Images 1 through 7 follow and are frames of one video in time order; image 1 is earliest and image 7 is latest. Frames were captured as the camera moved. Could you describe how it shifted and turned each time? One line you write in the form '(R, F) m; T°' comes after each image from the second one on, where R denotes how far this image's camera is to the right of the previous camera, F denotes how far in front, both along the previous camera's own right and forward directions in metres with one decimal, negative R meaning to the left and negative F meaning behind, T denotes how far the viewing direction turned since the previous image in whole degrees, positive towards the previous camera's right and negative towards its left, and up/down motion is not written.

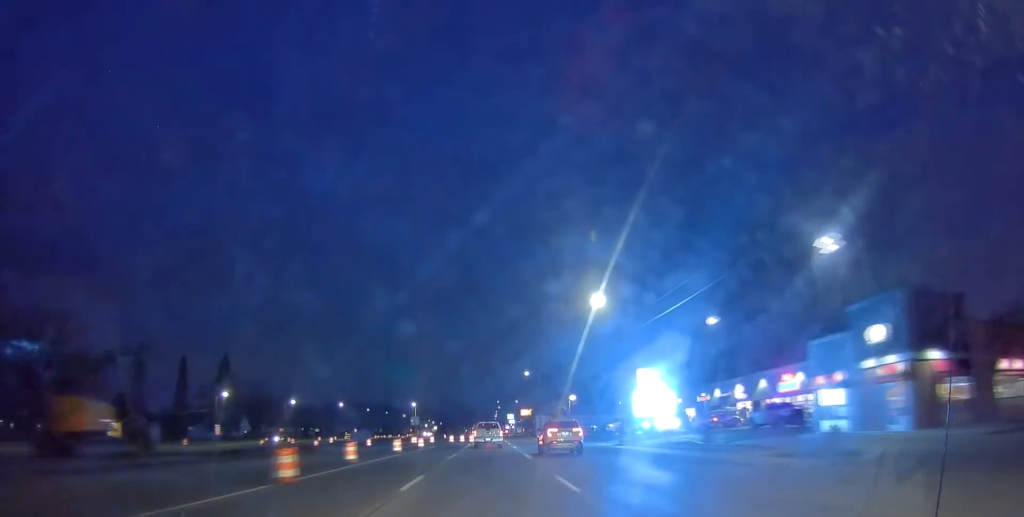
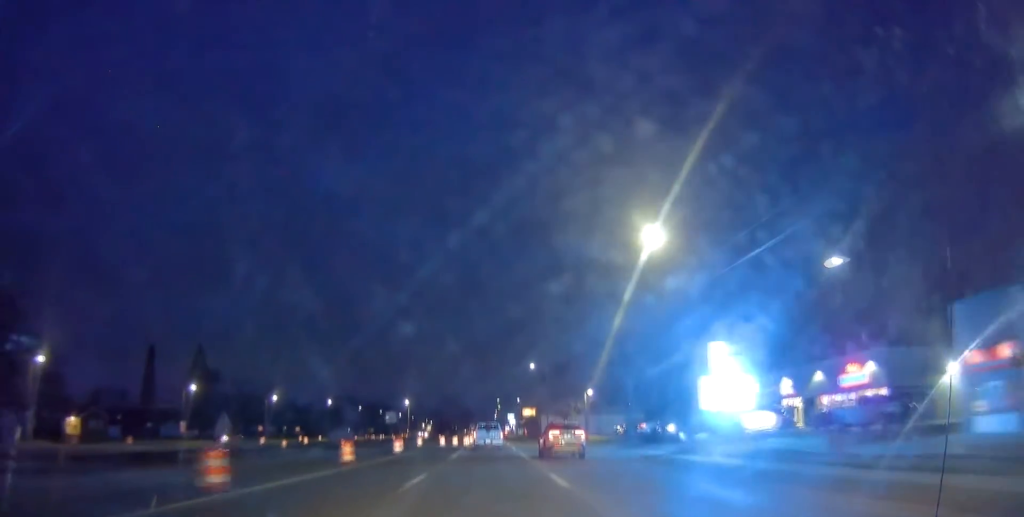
(-0.3, +13.3) m; 0°
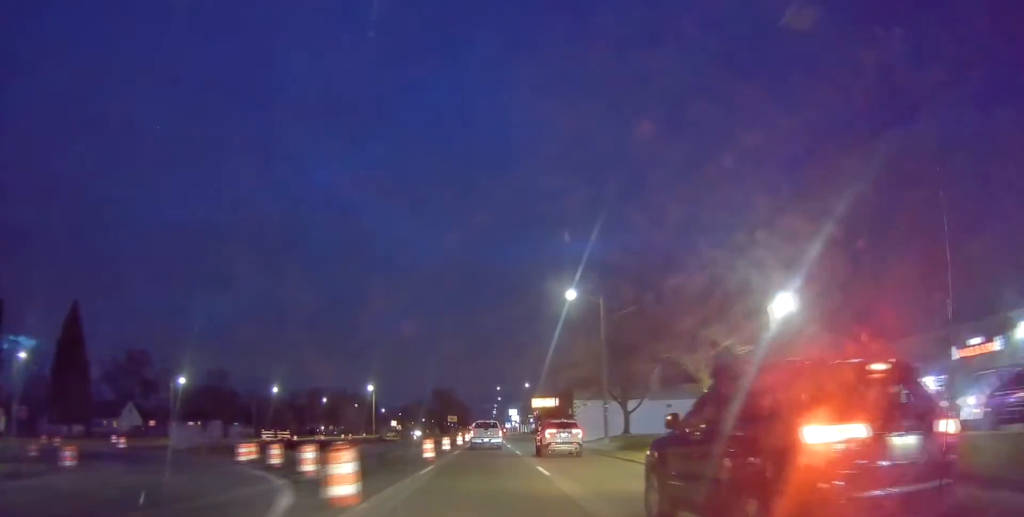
(+1.0, +44.9) m; +1°
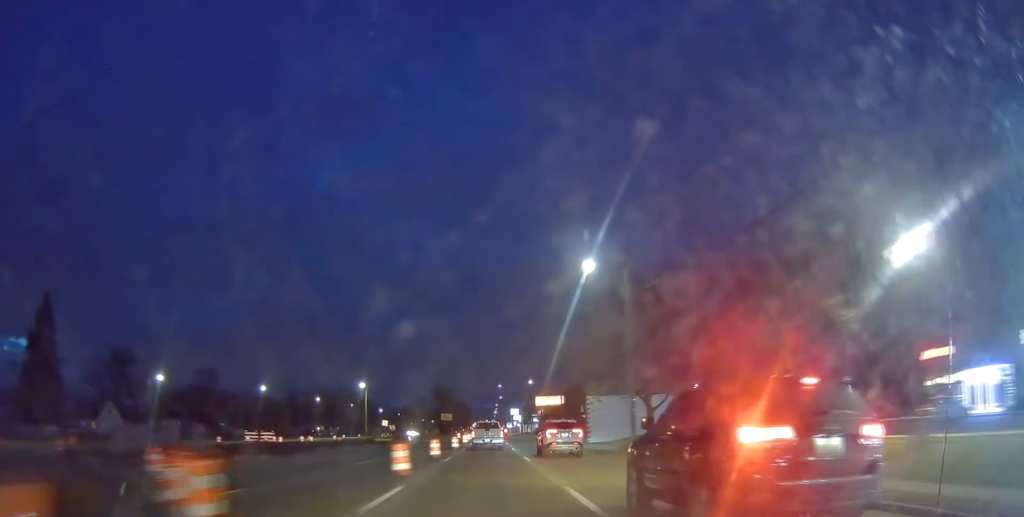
(+0.2, +7.8) m; -1°
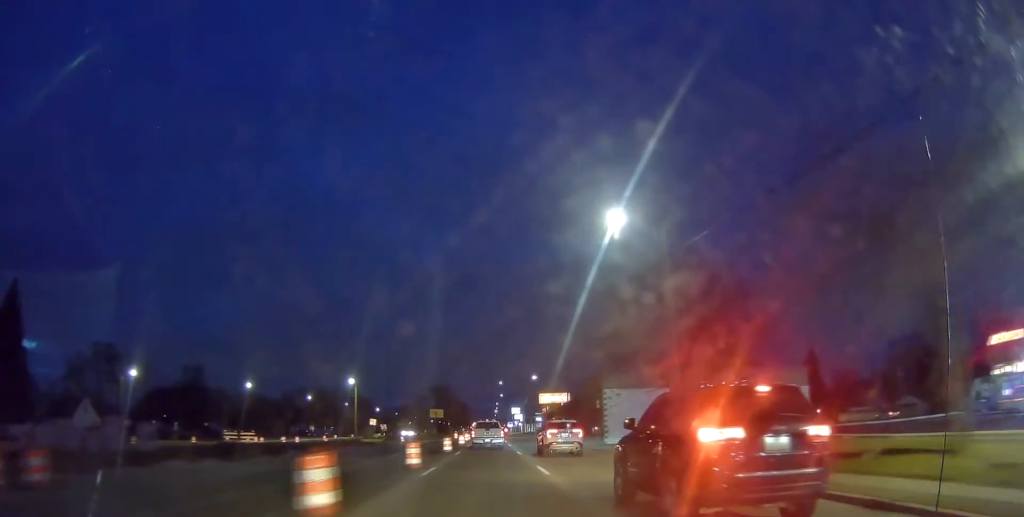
(+0.1, +8.2) m; -1°
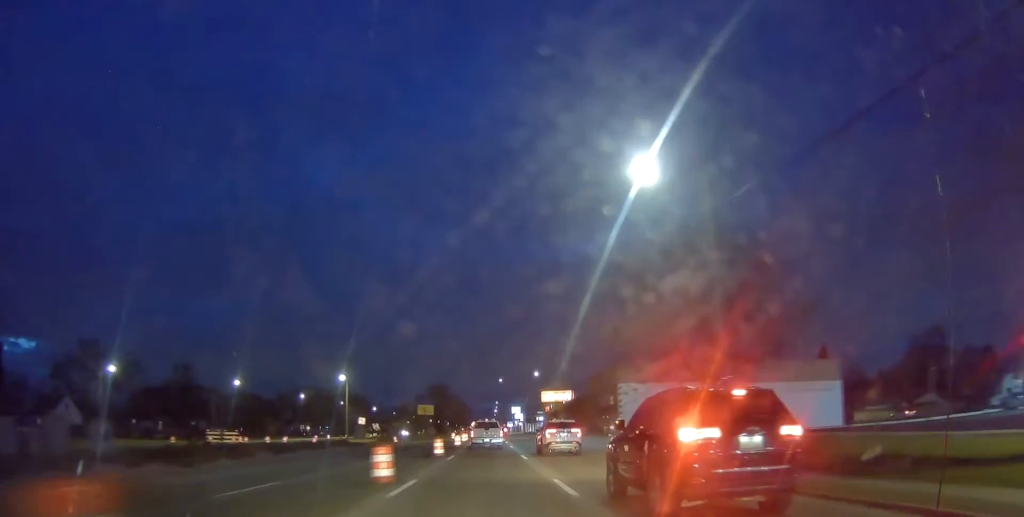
(-0.4, +6.1) m; 0°
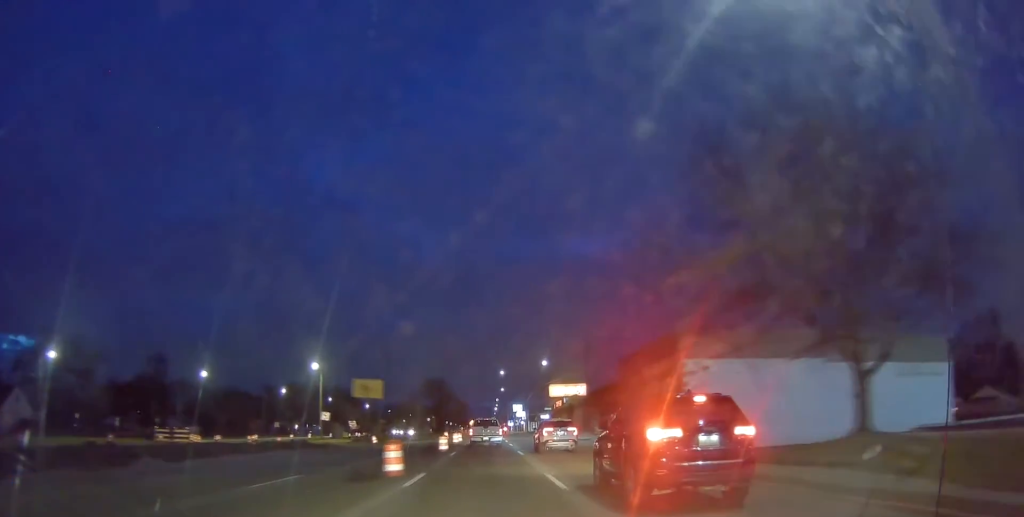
(+0.2, +14.0) m; +2°
